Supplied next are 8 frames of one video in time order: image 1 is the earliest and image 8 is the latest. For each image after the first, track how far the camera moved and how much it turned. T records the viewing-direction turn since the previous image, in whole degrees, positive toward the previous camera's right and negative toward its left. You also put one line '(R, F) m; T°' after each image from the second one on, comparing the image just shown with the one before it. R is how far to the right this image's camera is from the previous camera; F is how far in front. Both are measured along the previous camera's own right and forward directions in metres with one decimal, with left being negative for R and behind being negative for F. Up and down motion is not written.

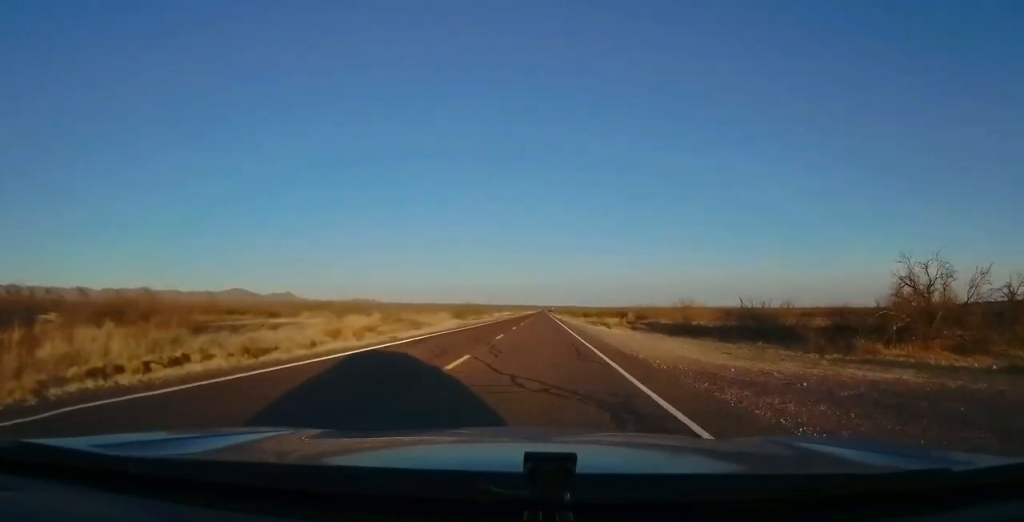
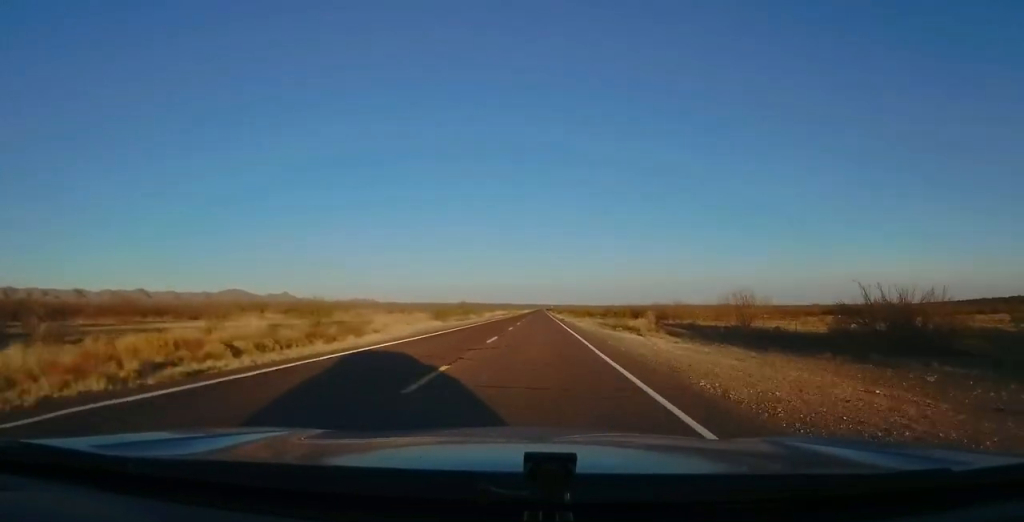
(+0.1, +15.6) m; 0°
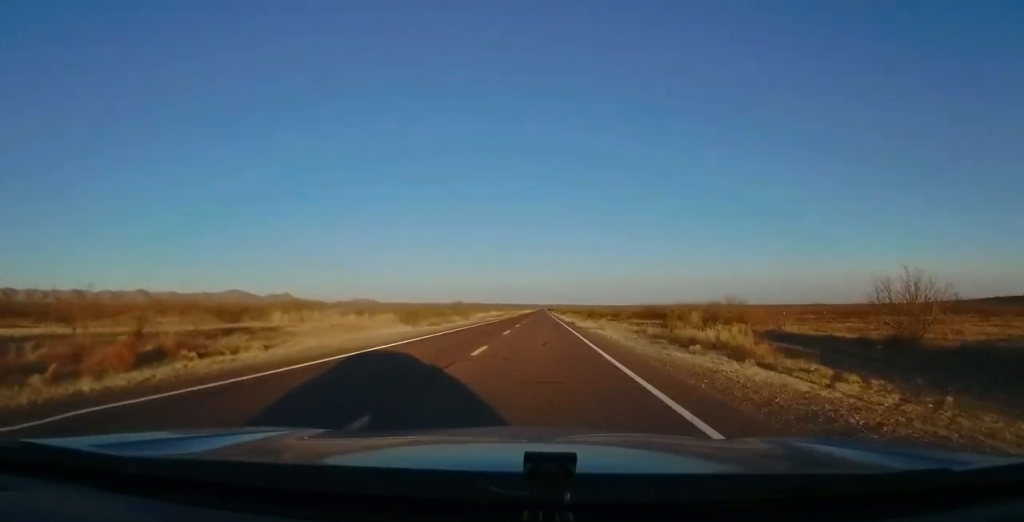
(0.0, +17.8) m; 0°
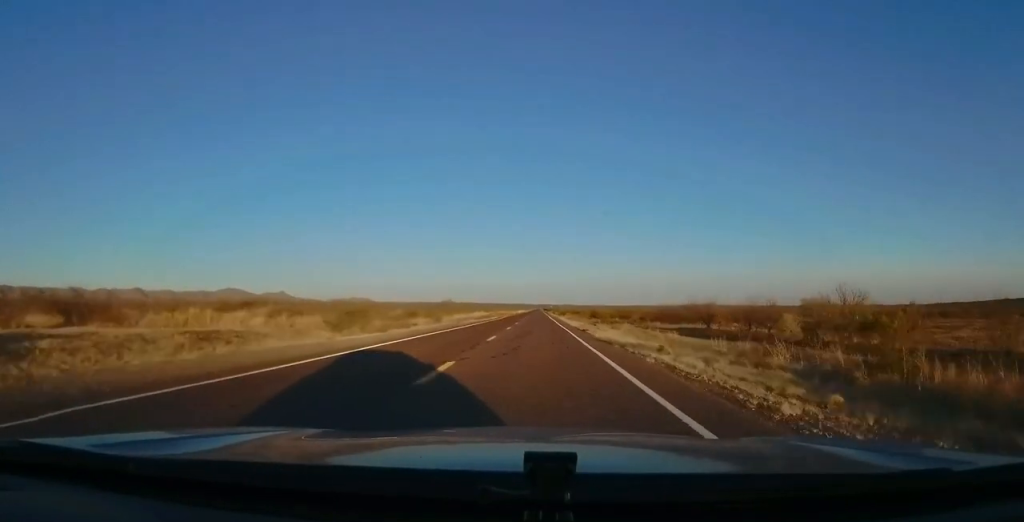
(-0.1, +18.2) m; -1°
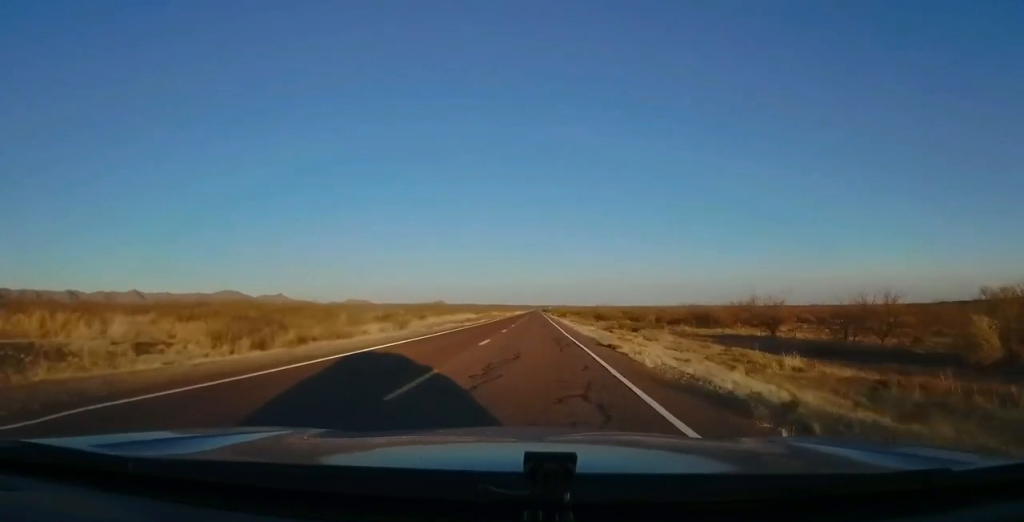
(+0.1, +13.5) m; -1°
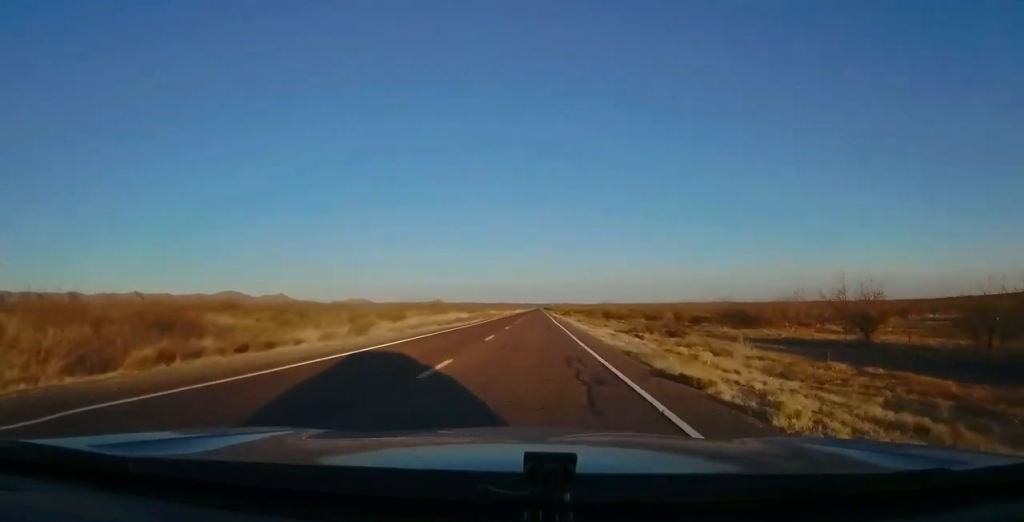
(-0.2, +10.2) m; 0°
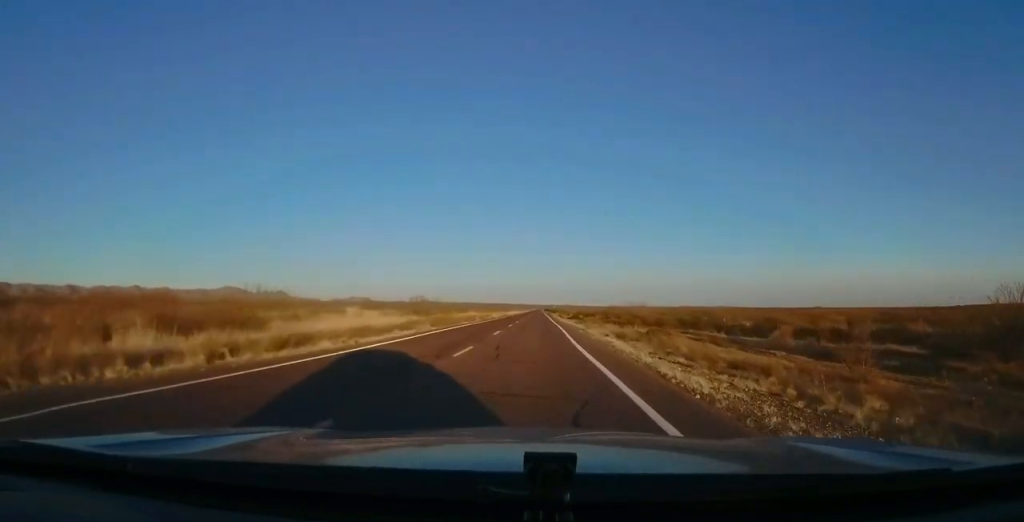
(+0.6, +32.1) m; +2°
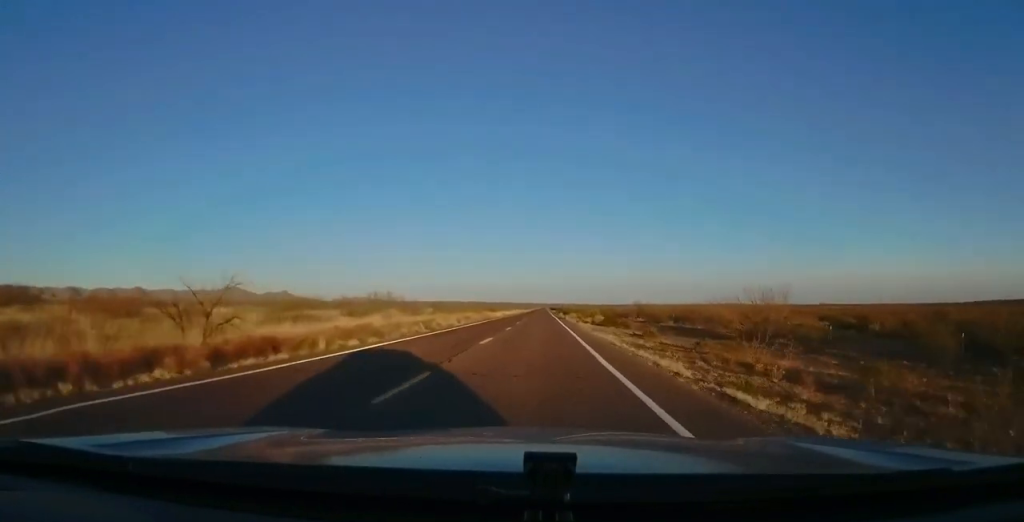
(-1.6, +44.3) m; -2°
